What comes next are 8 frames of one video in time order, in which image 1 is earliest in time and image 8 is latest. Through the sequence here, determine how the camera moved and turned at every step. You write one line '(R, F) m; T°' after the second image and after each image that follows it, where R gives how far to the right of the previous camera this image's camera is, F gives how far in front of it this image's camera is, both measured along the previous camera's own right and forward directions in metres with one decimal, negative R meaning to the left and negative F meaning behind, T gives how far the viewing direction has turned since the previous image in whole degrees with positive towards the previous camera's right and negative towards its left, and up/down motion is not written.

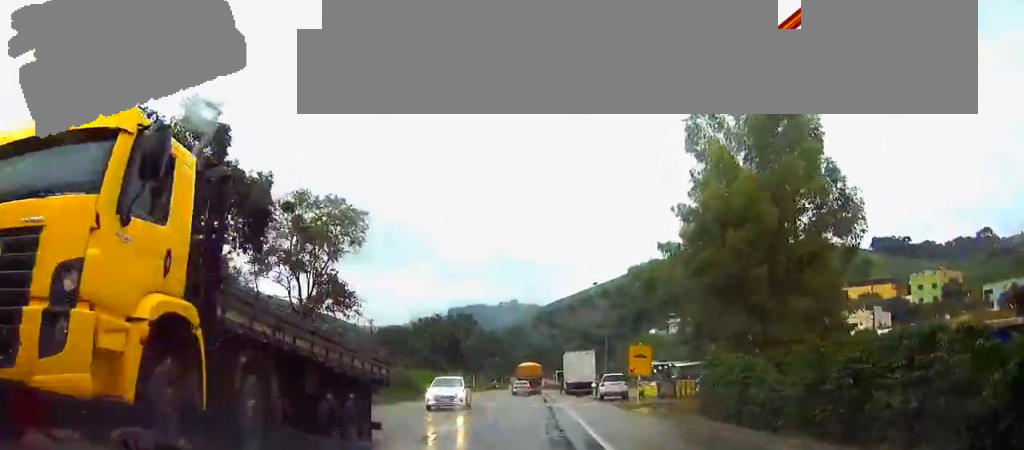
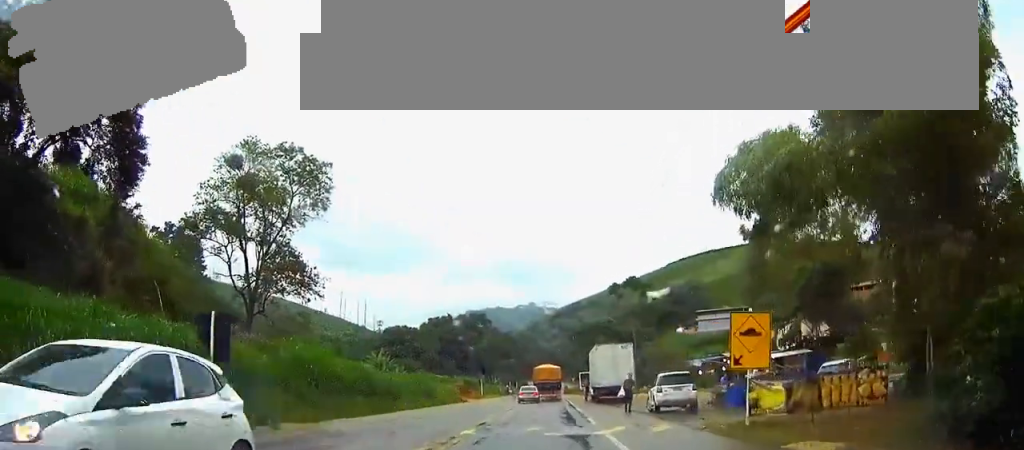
(-0.1, +16.7) m; -1°
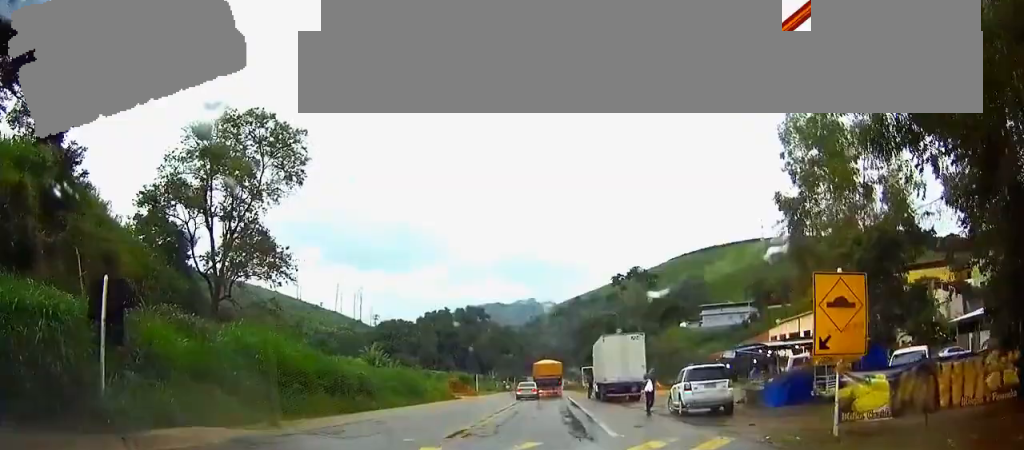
(0.0, +5.6) m; 0°
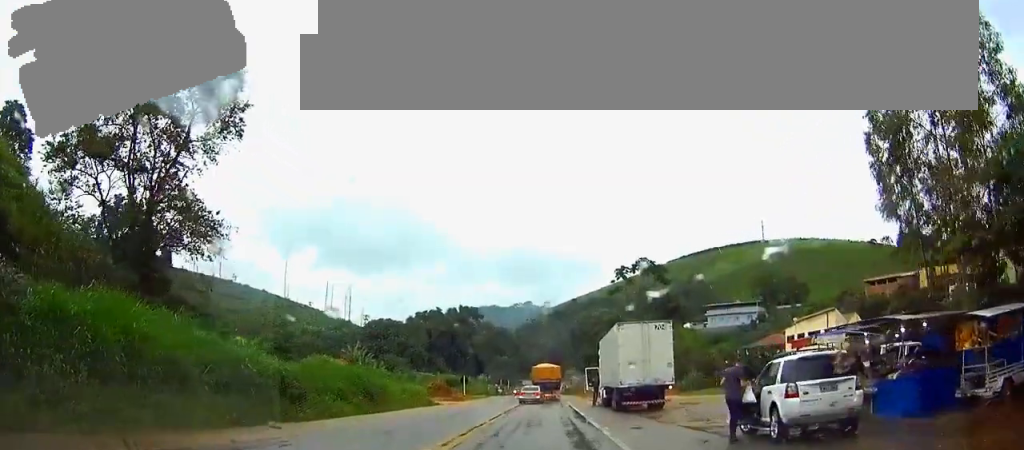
(0.0, +10.6) m; 0°
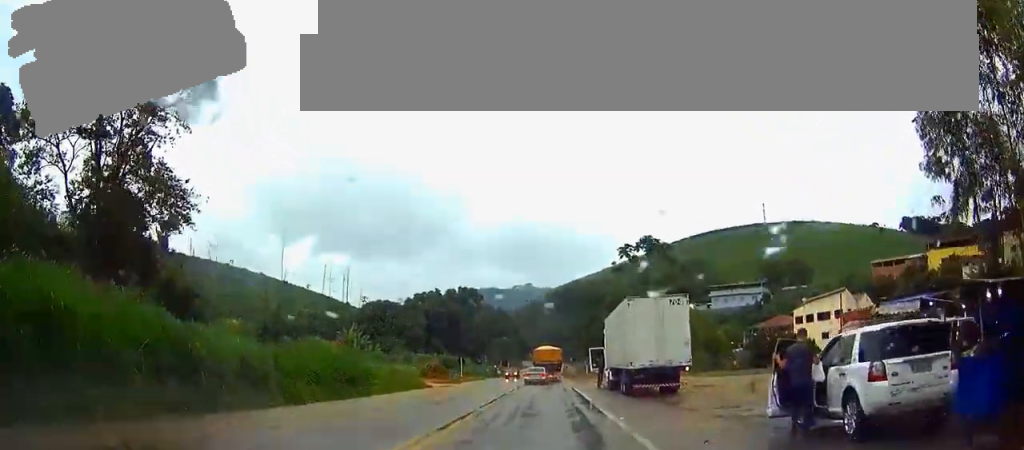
(0.0, +3.7) m; 0°
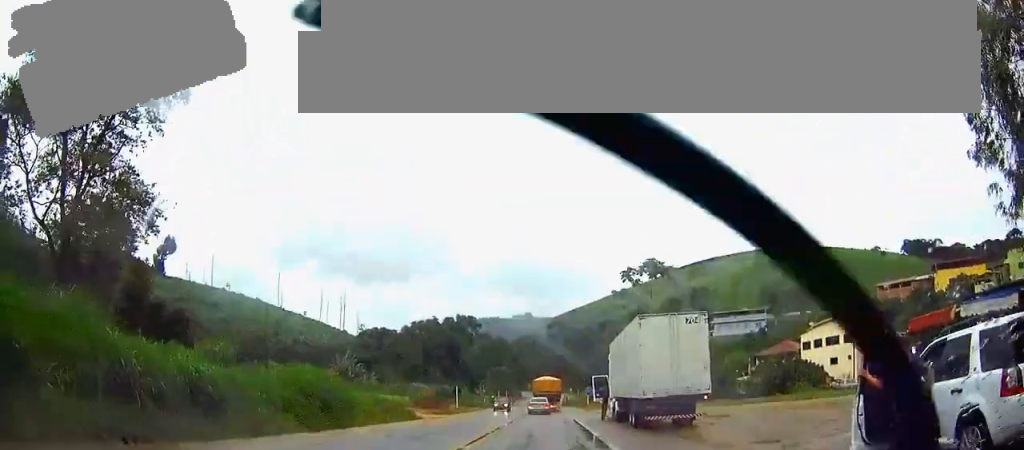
(0.0, +3.5) m; 0°
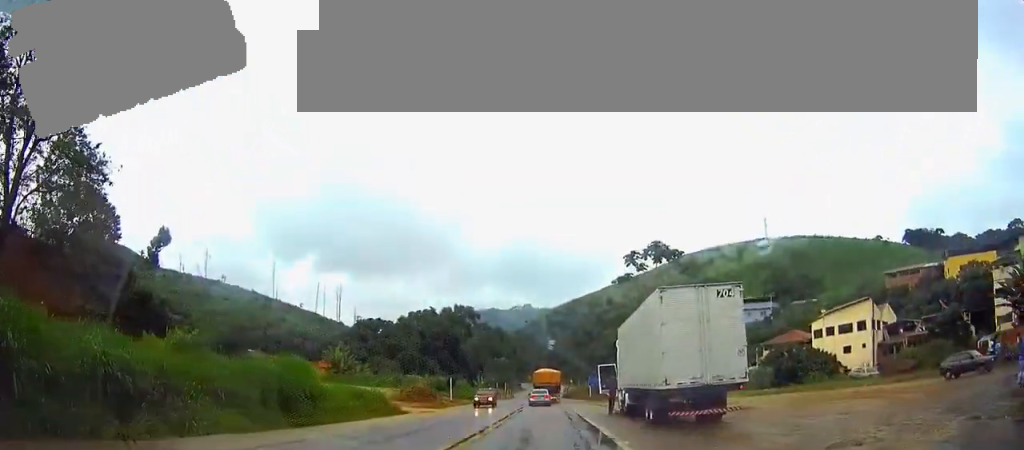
(0.0, +4.6) m; 0°
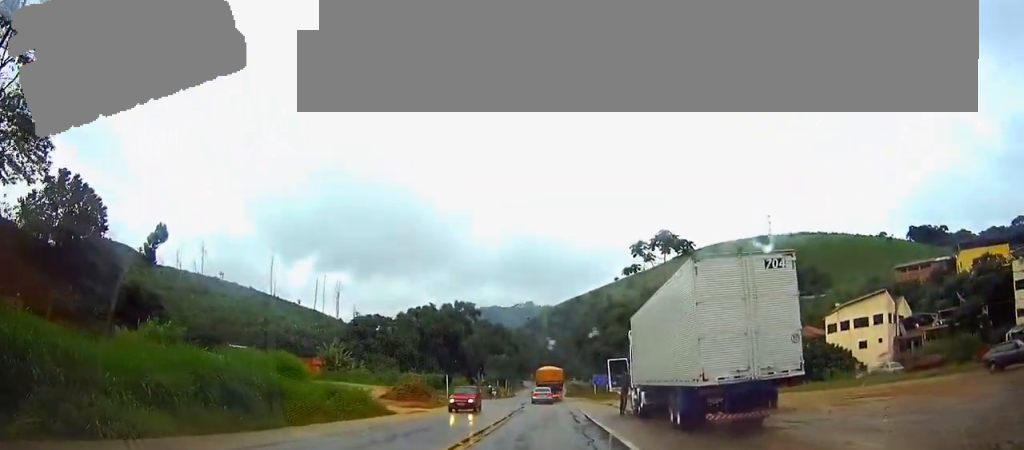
(0.0, +4.1) m; 0°
